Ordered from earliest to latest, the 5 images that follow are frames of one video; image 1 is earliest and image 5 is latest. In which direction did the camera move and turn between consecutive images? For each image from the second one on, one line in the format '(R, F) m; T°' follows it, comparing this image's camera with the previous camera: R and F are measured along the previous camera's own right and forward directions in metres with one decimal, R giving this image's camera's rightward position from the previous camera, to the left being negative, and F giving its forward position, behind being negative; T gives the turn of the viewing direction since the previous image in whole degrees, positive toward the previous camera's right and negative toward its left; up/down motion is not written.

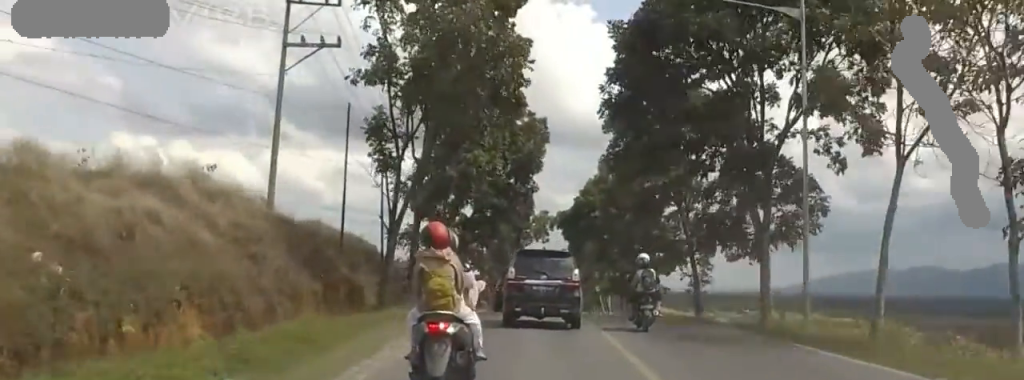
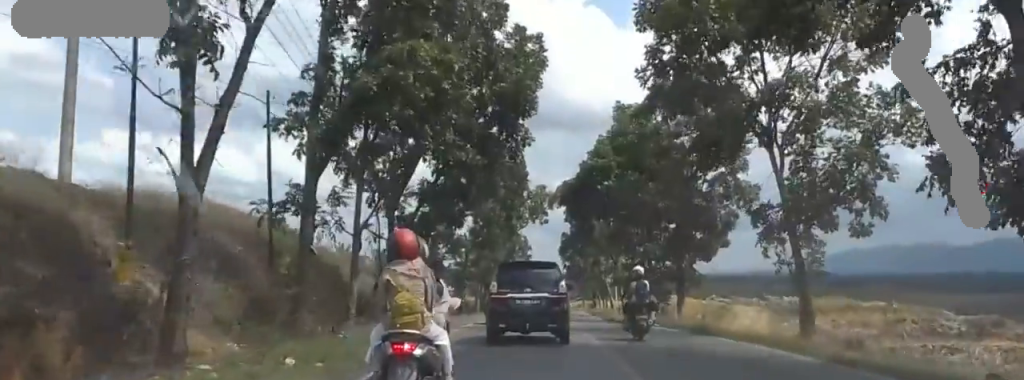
(0.0, +15.6) m; +5°
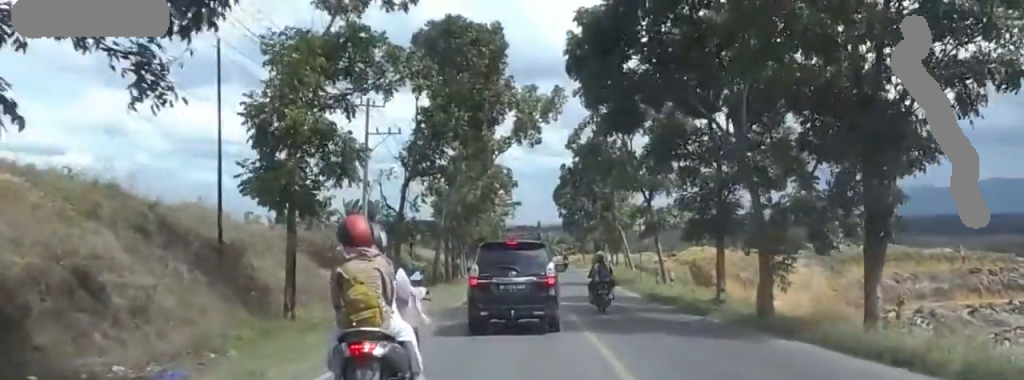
(+3.3, +25.4) m; +19°
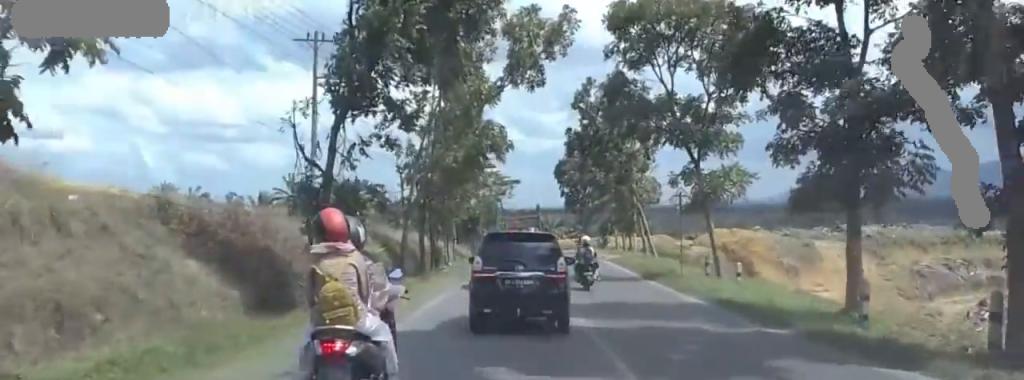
(+2.1, +13.4) m; +9°
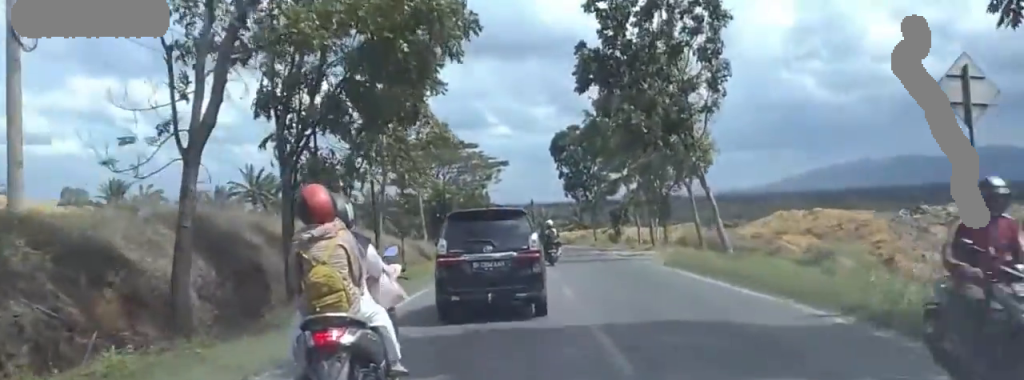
(+0.1, +26.3) m; +4°
